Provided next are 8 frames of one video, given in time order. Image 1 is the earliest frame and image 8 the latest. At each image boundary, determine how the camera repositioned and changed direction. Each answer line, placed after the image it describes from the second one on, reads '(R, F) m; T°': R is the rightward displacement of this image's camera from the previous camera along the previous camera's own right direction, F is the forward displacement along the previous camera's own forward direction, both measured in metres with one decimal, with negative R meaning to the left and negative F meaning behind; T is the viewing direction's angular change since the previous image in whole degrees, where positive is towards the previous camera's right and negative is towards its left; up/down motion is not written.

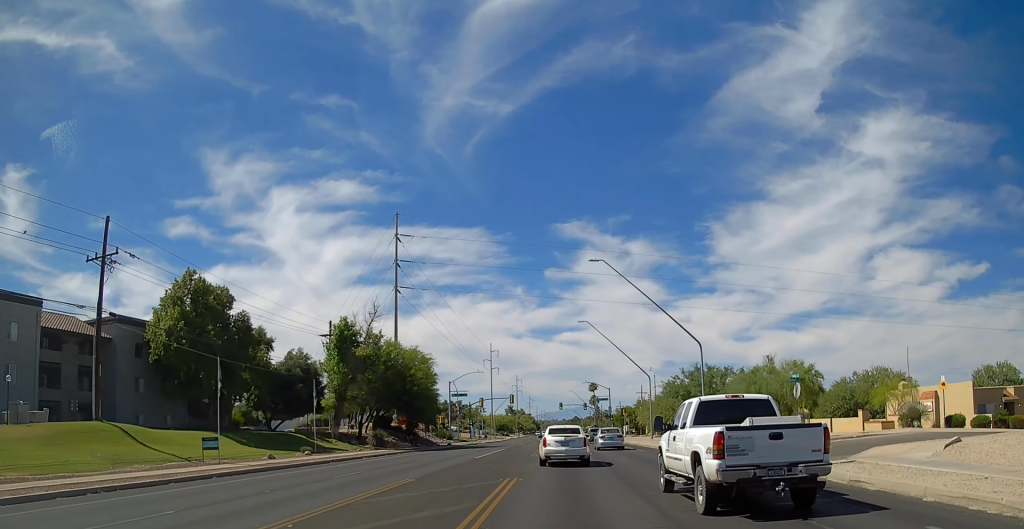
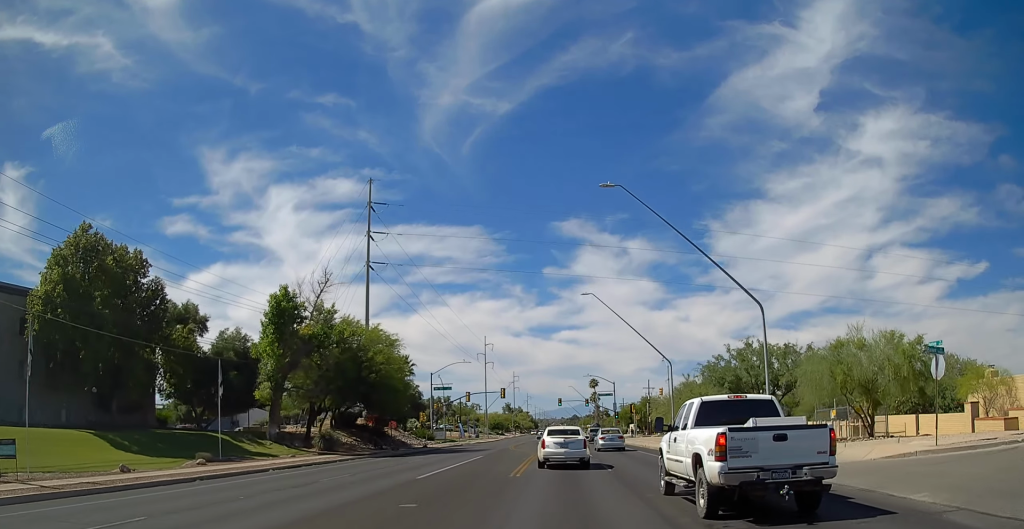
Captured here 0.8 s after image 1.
(0.0, +13.7) m; 0°
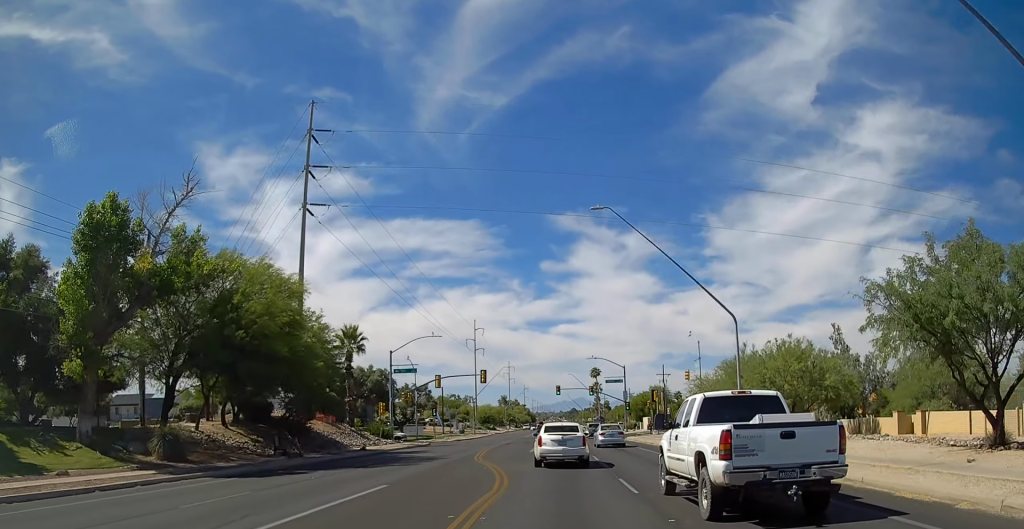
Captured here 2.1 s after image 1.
(0.0, +20.6) m; 0°
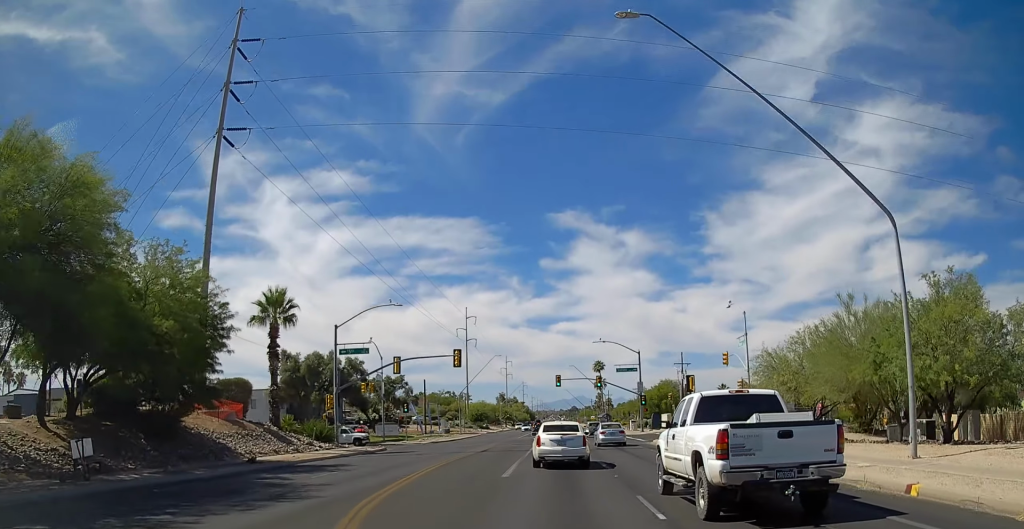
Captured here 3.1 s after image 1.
(0.0, +17.3) m; 0°
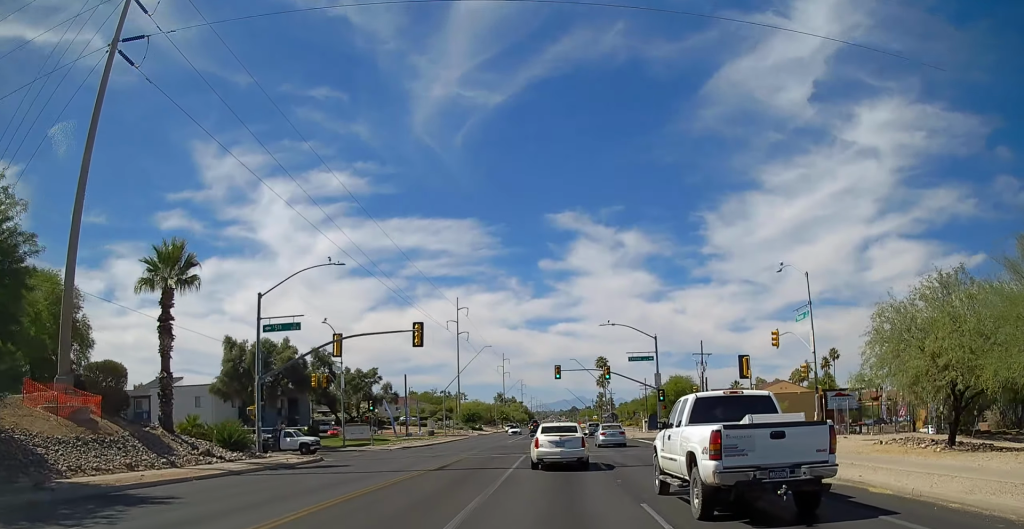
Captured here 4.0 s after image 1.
(0.0, +13.8) m; 0°
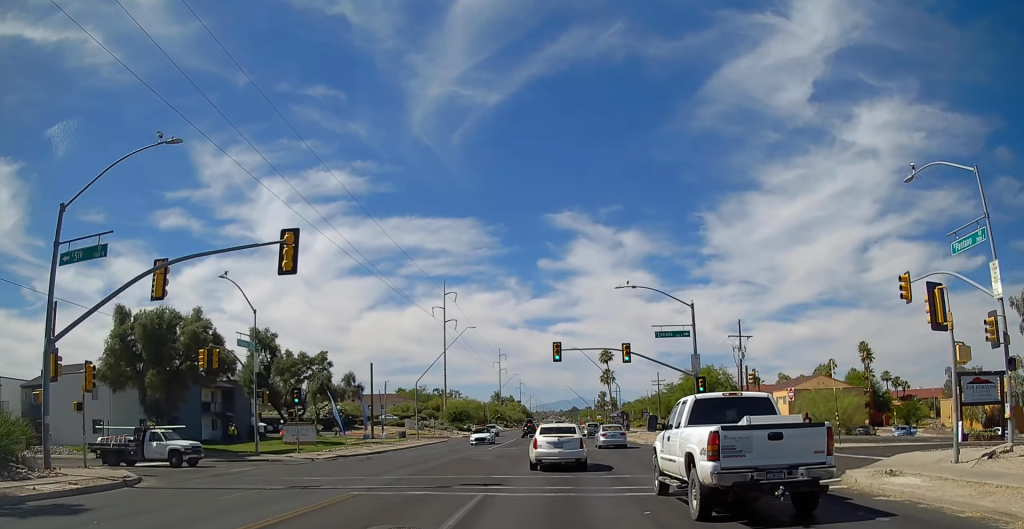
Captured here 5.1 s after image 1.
(0.0, +17.7) m; 0°
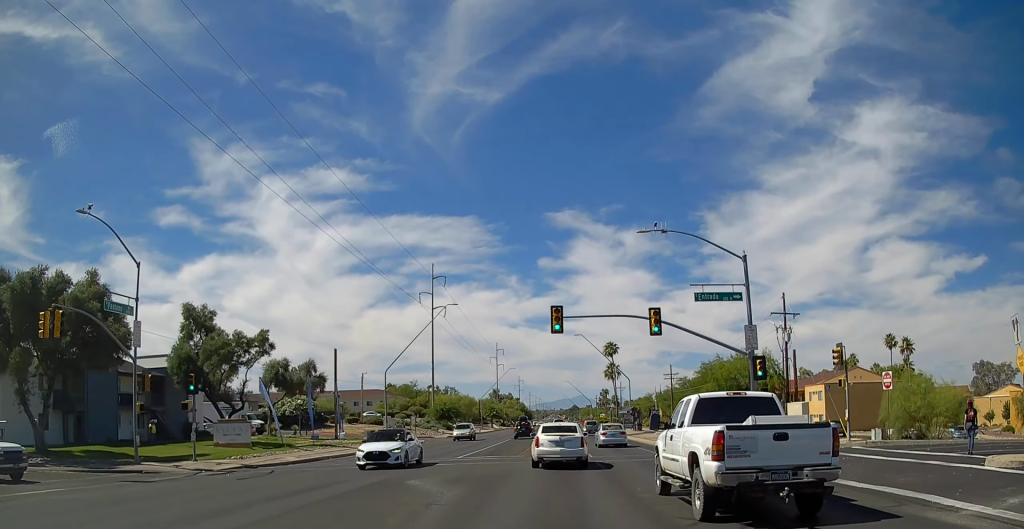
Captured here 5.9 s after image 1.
(0.0, +13.2) m; 0°
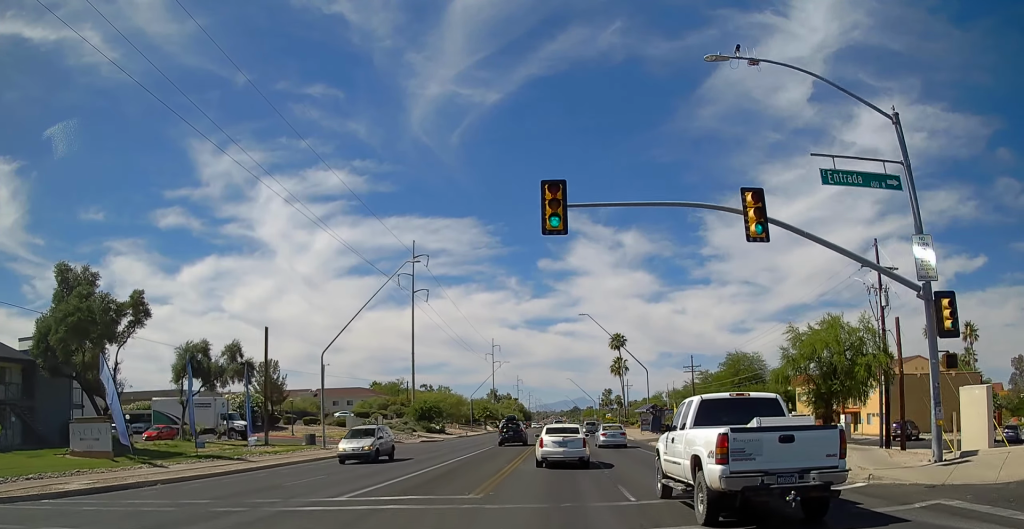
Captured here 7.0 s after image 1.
(0.0, +16.4) m; 0°
